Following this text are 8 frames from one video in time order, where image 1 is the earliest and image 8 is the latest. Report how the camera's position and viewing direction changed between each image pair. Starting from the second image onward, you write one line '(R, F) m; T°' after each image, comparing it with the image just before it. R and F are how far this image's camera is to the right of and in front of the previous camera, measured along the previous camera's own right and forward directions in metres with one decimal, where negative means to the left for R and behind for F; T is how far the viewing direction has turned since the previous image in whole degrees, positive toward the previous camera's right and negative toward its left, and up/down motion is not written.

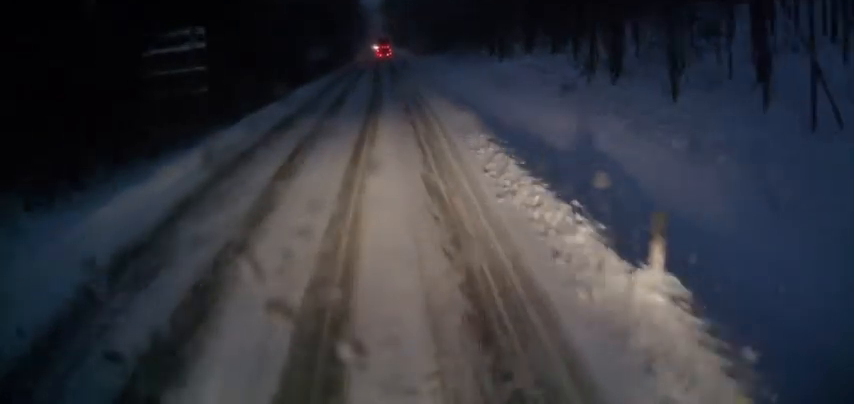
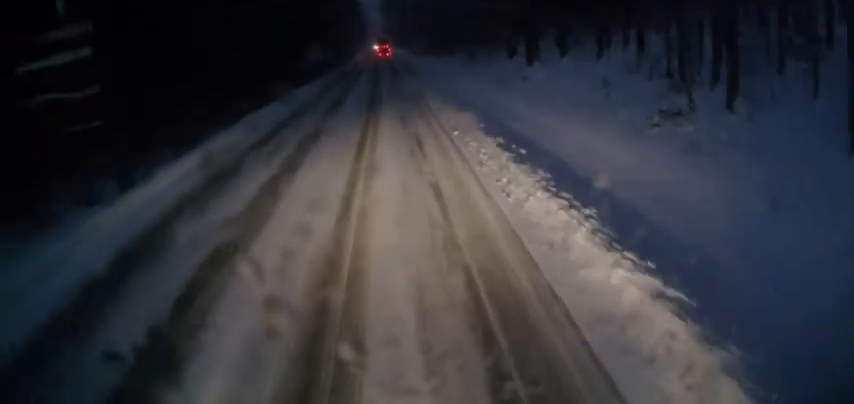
(+0.4, +7.7) m; +4°
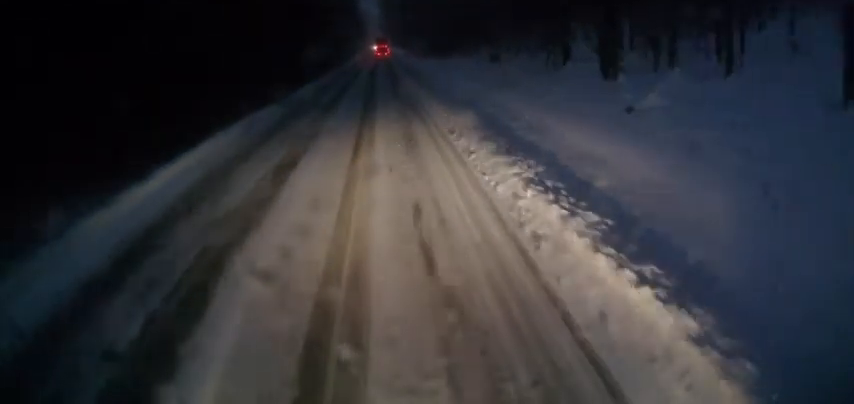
(-0.3, +10.9) m; -2°
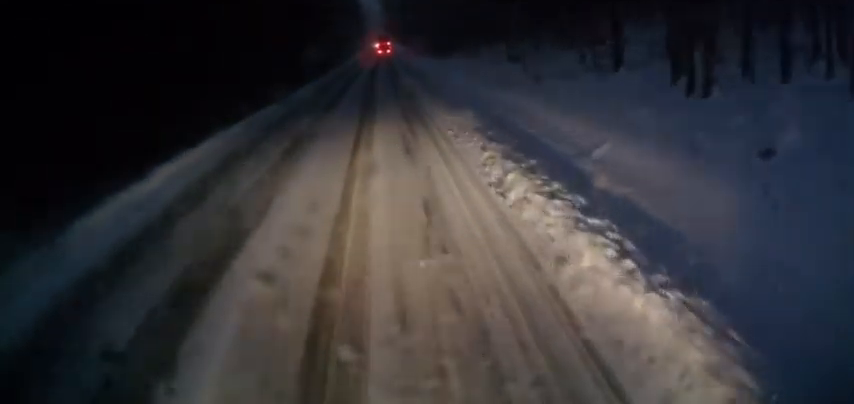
(-0.5, +5.7) m; +2°
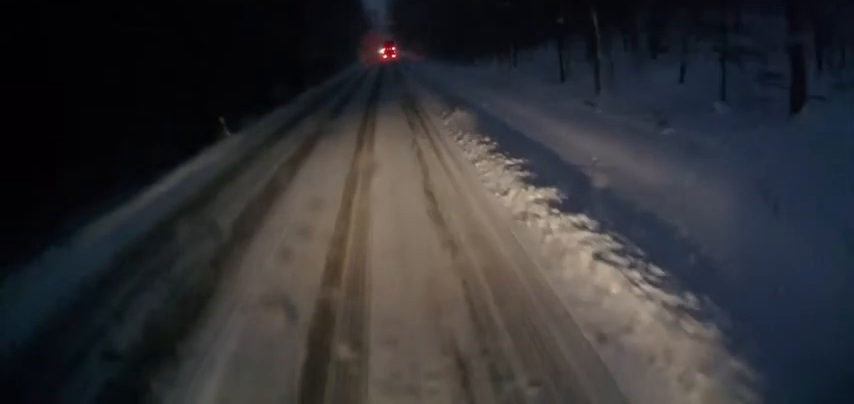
(+1.1, +9.5) m; +3°
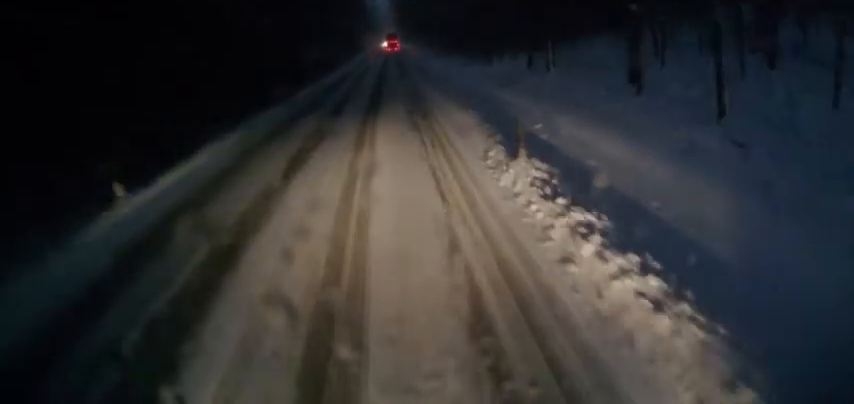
(-0.4, +7.8) m; -6°
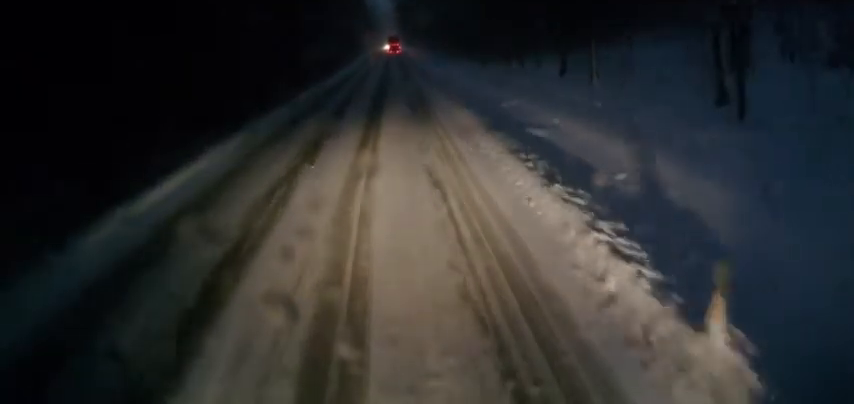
(-0.4, +5.6) m; 0°
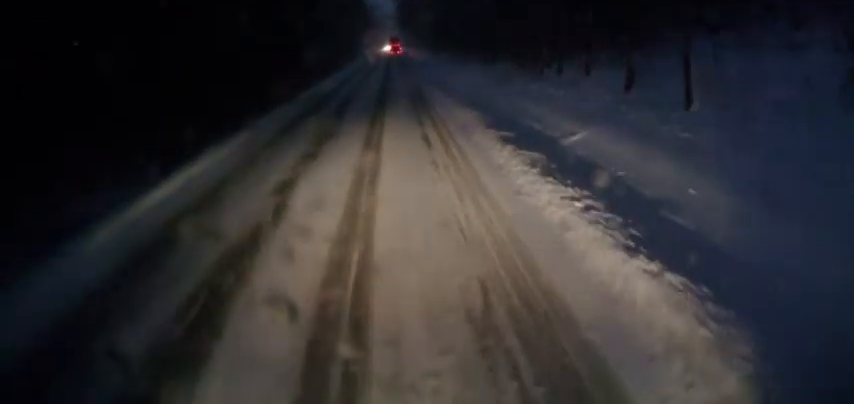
(+0.1, +7.8) m; 0°
